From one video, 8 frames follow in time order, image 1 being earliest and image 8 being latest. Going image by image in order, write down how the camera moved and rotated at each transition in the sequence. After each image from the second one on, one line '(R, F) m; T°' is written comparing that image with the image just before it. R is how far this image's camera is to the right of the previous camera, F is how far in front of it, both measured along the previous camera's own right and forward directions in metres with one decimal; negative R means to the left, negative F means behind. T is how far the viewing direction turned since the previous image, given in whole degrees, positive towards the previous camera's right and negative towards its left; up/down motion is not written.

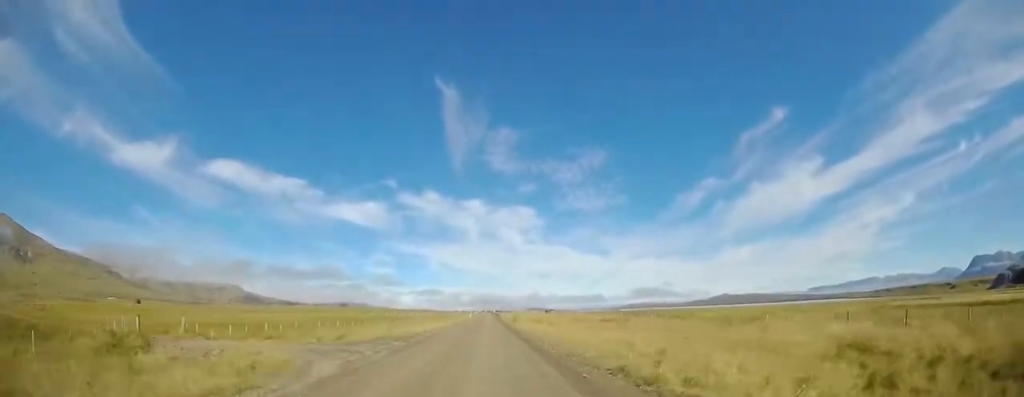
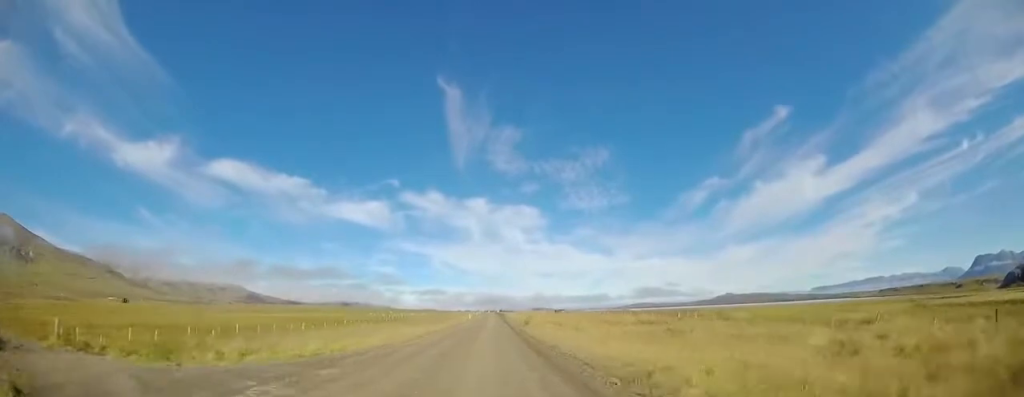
(-0.1, +11.4) m; -1°
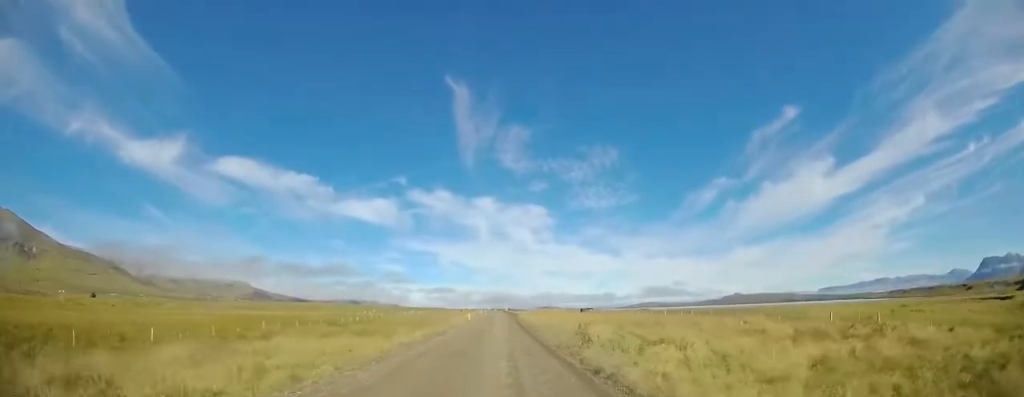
(-0.2, +22.9) m; 0°
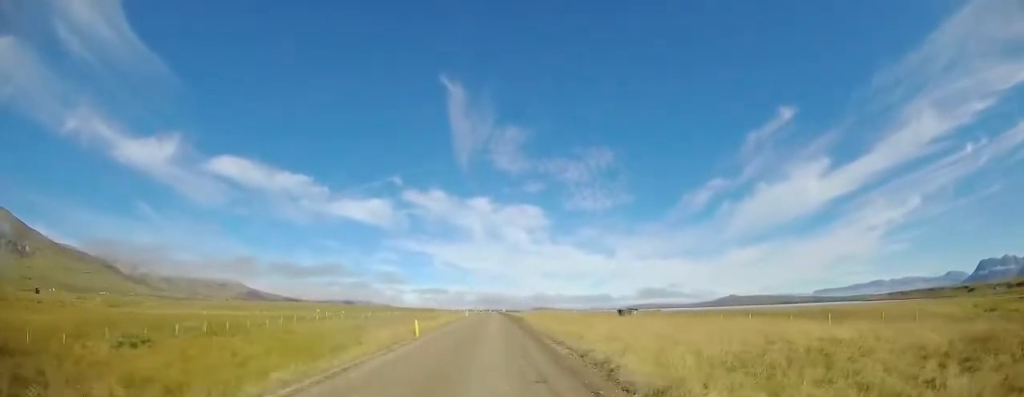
(+1.0, +28.6) m; +2°
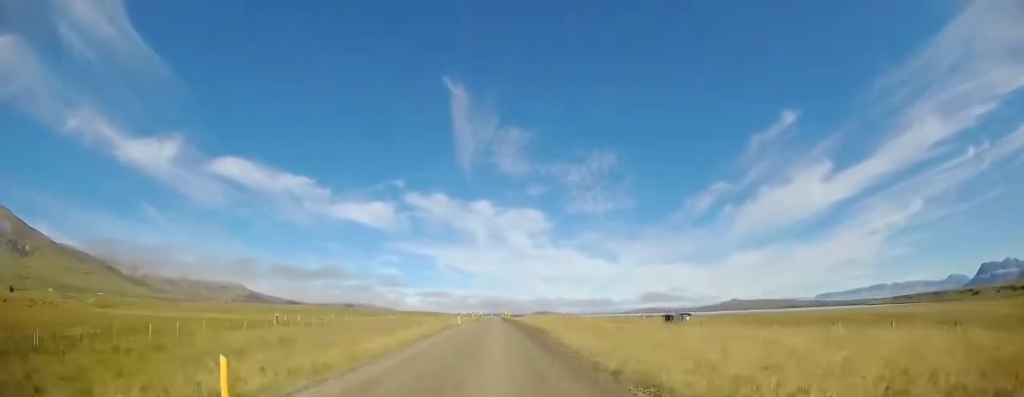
(-0.4, +14.4) m; -2°
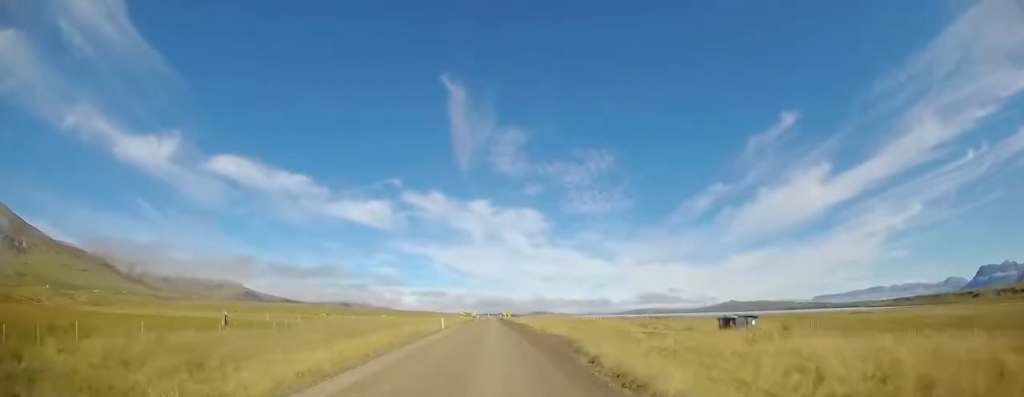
(-0.1, +10.9) m; +1°
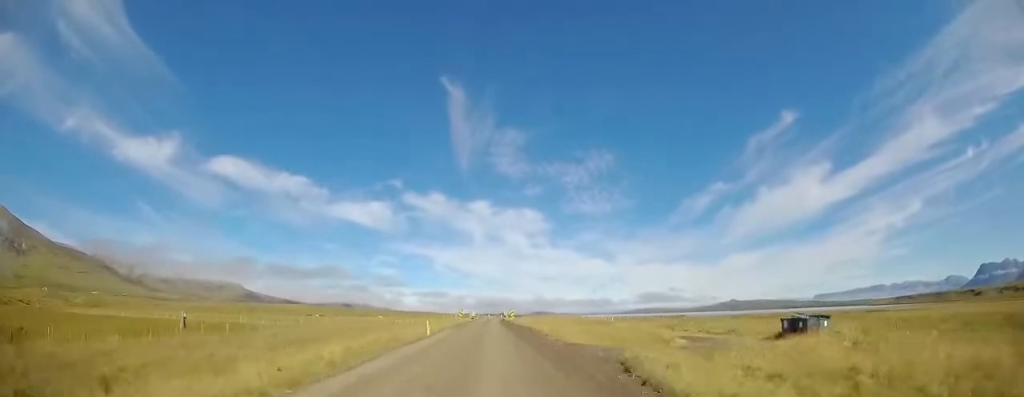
(+0.2, +7.0) m; -1°
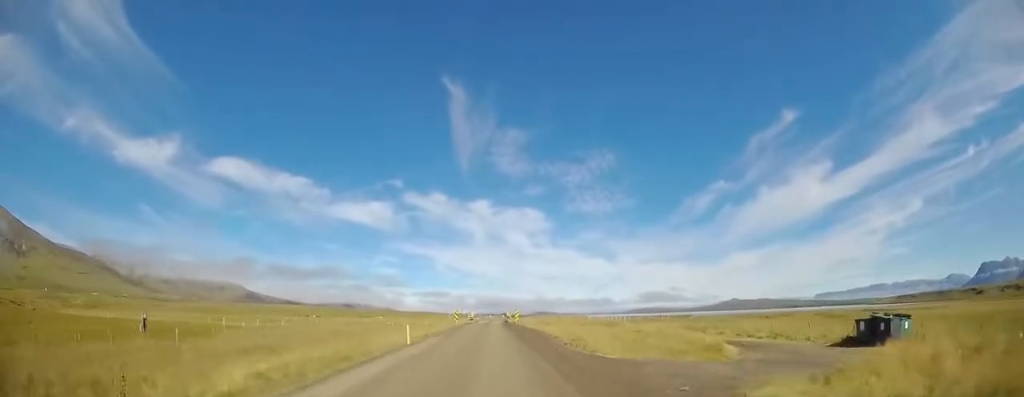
(+0.3, +5.7) m; -1°
